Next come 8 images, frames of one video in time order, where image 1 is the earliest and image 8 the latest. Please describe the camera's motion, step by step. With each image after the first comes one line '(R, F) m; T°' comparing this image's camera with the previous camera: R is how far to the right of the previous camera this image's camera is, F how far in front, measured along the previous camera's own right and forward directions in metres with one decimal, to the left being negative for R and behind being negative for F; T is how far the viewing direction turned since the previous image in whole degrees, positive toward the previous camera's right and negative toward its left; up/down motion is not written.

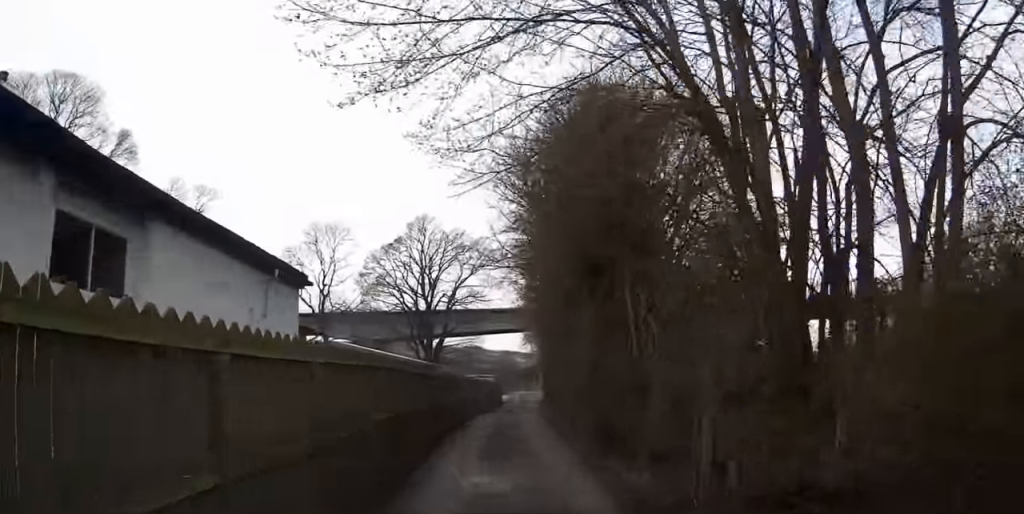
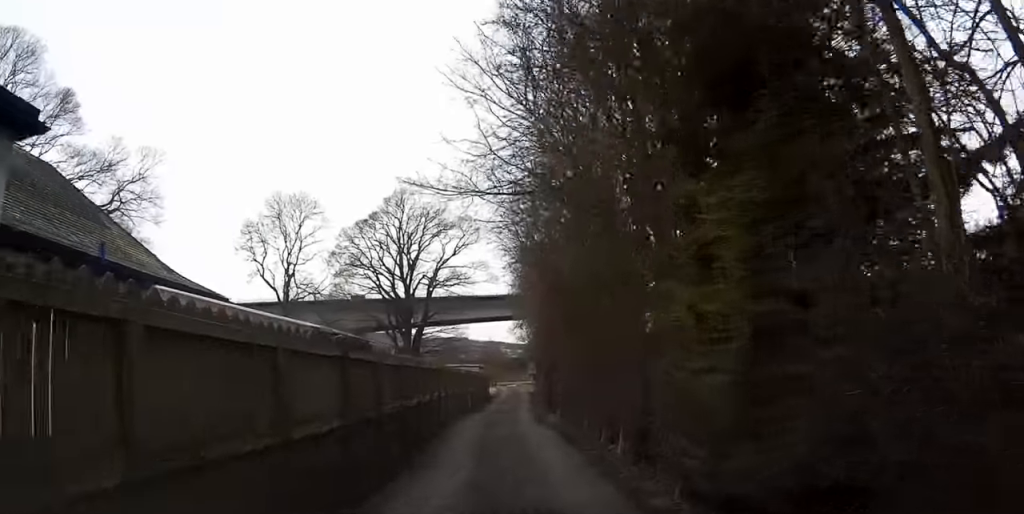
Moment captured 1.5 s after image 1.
(+0.3, +8.4) m; +3°
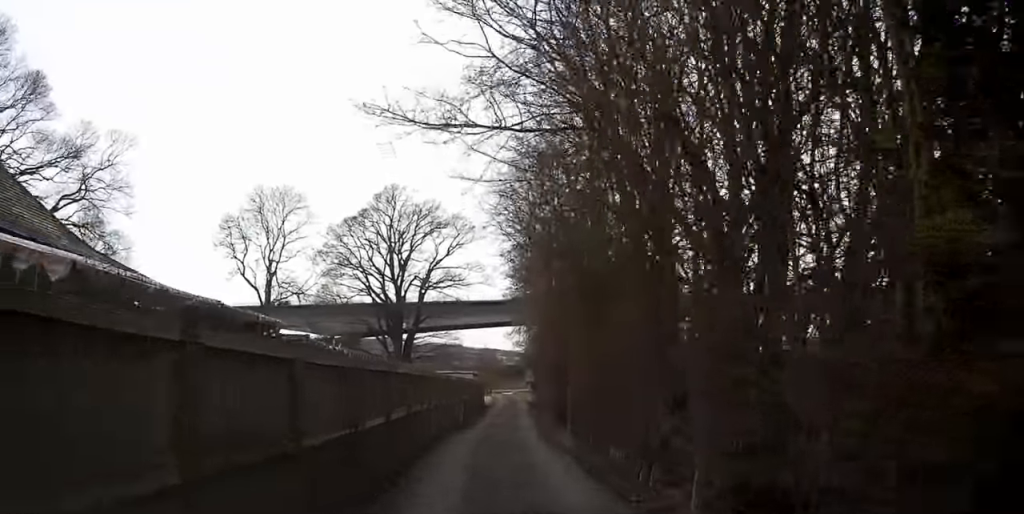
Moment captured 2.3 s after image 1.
(+0.1, +4.2) m; +1°
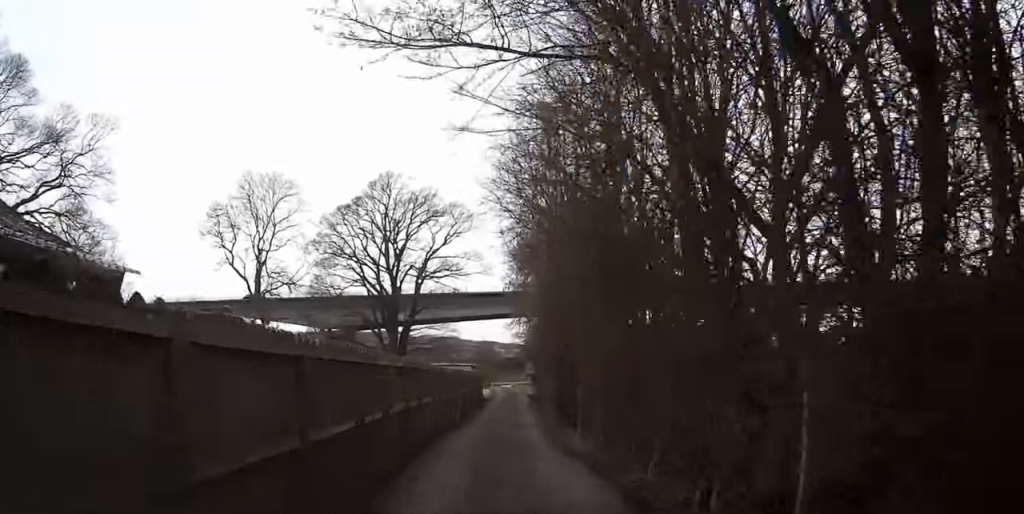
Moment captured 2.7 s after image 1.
(-0.1, +2.5) m; +1°
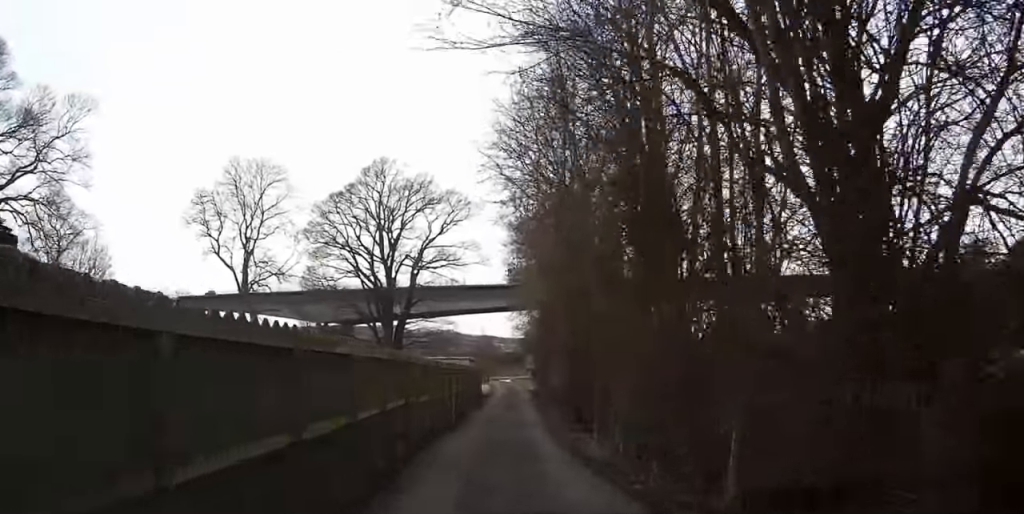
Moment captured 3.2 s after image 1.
(0.0, +2.8) m; +2°
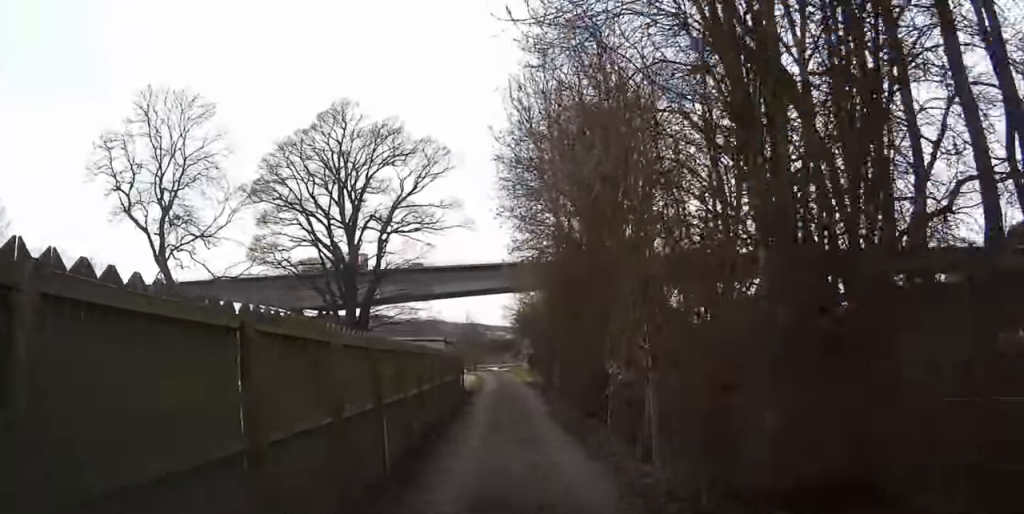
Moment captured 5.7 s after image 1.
(+0.6, +13.2) m; 0°
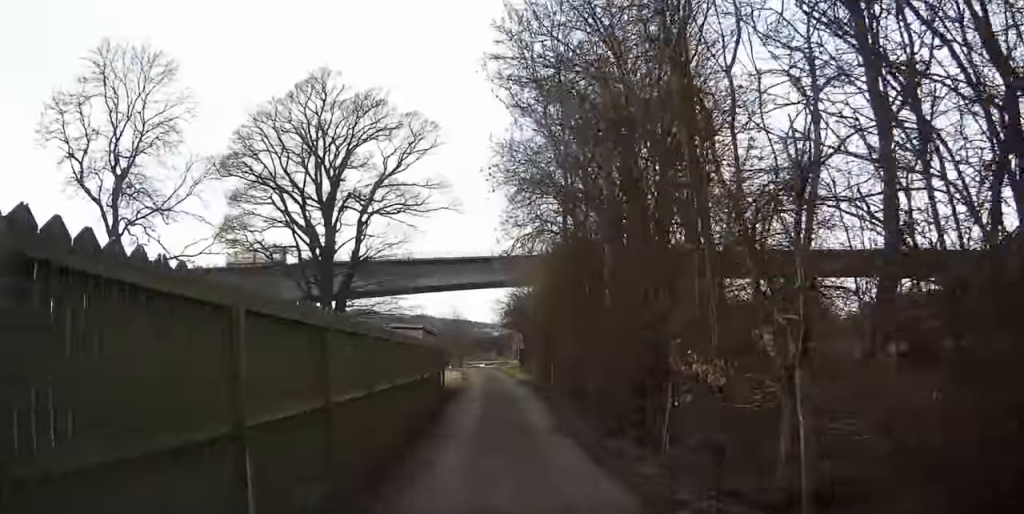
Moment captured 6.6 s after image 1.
(-0.1, +5.1) m; -1°
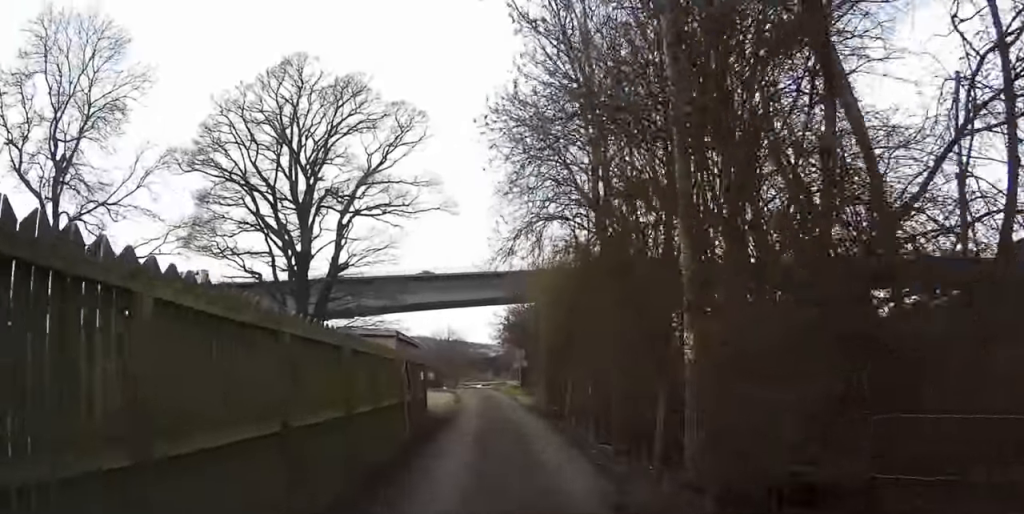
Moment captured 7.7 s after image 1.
(0.0, +6.5) m; 0°
